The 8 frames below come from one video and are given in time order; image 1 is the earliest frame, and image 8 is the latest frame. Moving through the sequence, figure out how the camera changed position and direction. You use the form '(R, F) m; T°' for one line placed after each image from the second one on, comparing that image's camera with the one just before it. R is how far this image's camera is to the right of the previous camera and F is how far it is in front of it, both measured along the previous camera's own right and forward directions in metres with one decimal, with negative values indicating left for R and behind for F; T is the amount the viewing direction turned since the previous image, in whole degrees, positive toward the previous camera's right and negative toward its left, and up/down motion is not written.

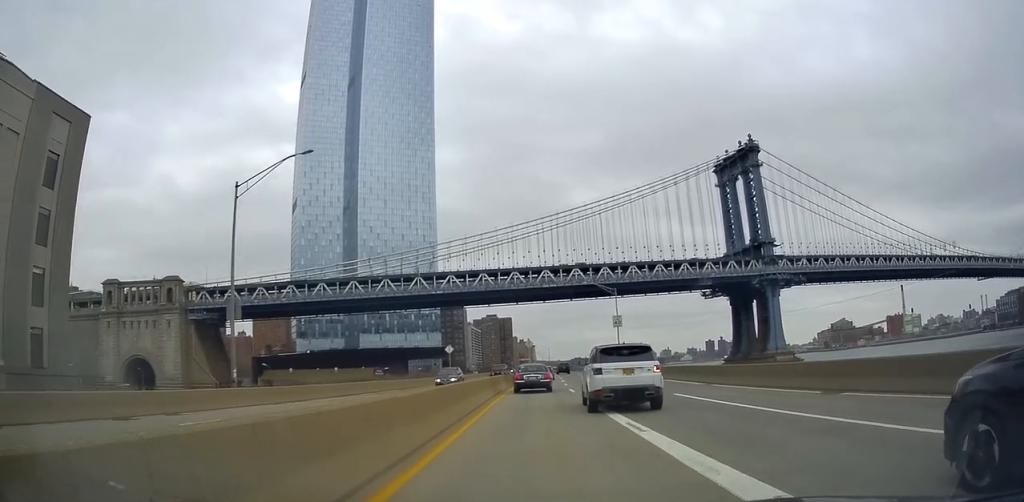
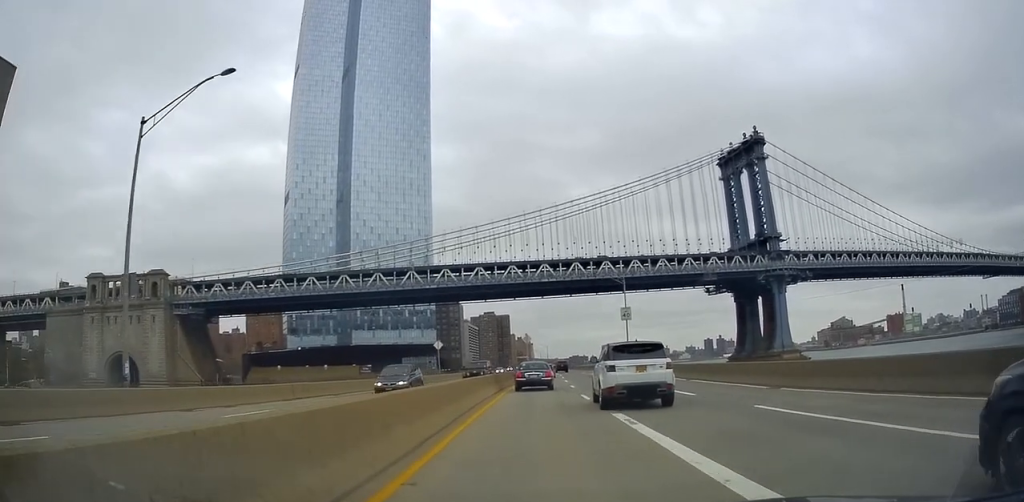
(0.0, +8.2) m; 0°
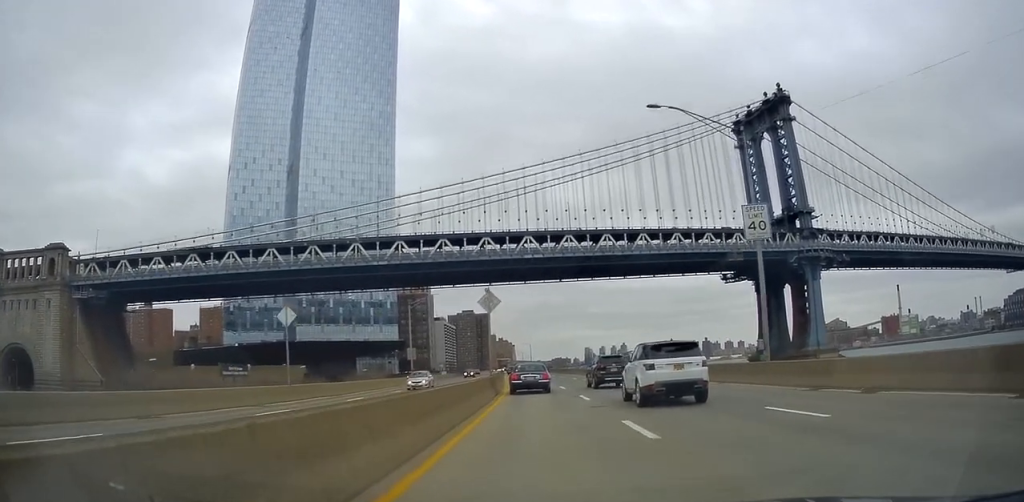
(+0.1, +43.3) m; +1°
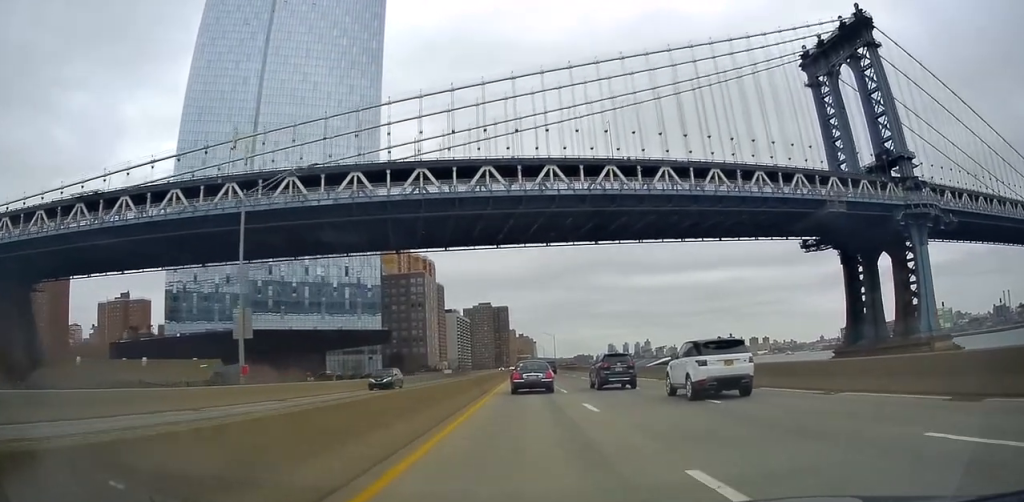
(+0.9, +52.6) m; +2°
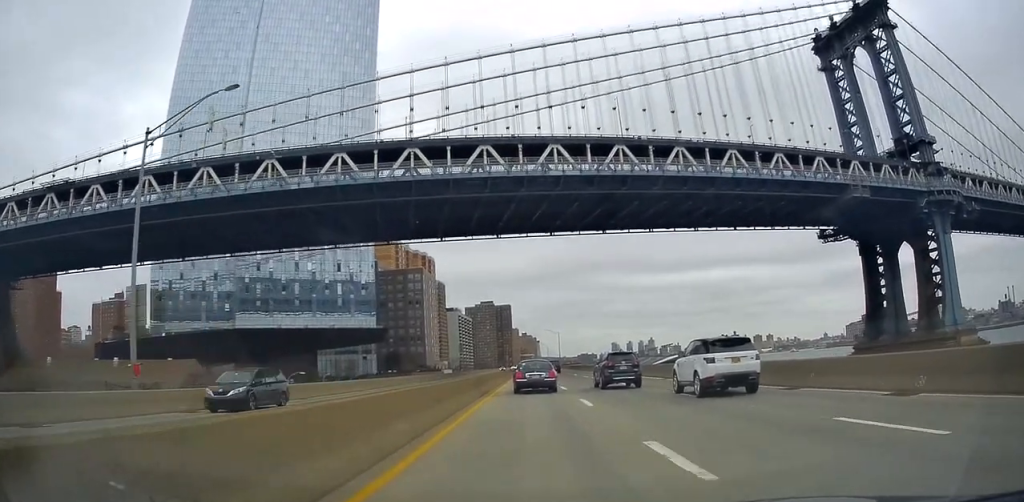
(0.0, +9.3) m; 0°
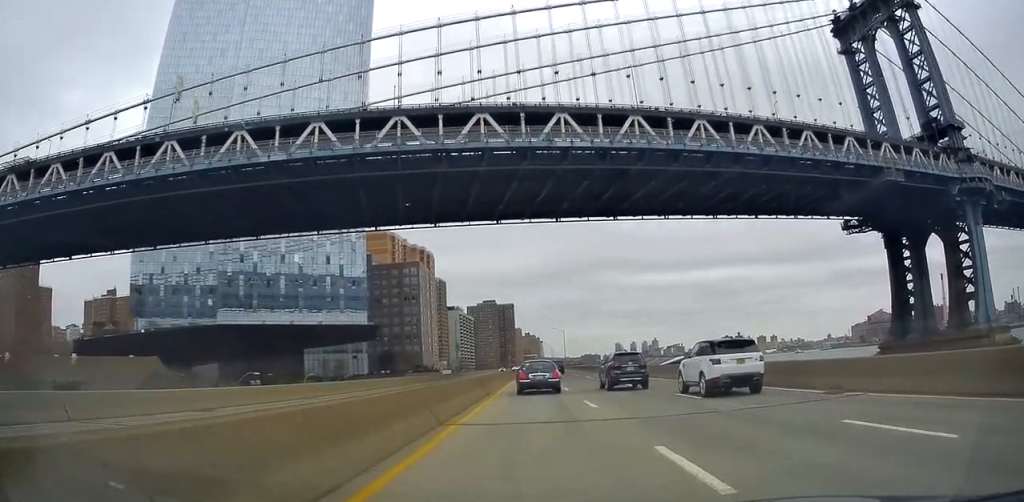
(0.0, +11.5) m; -1°
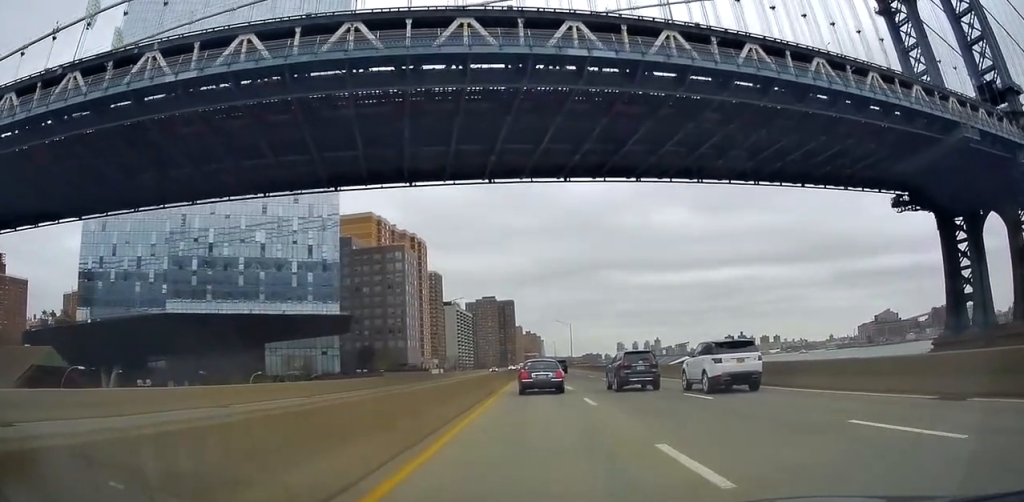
(-0.3, +22.5) m; -1°
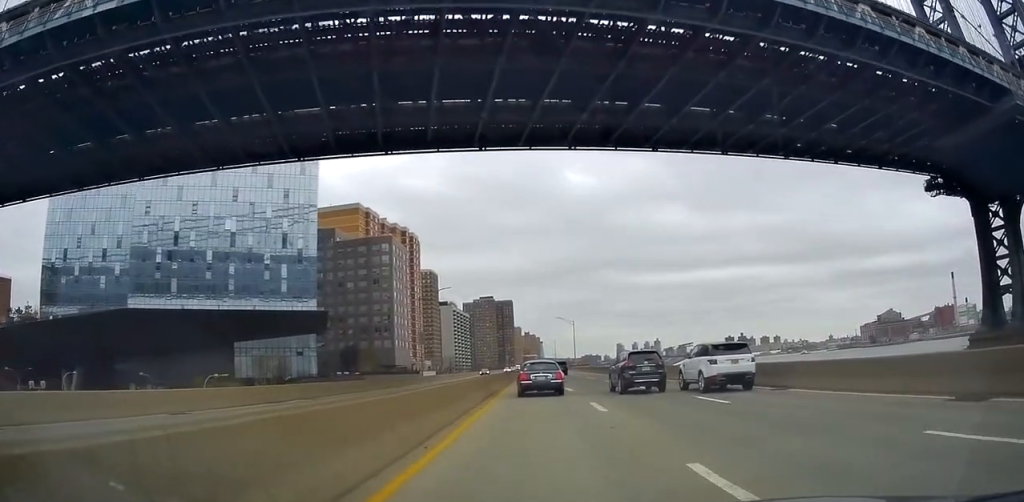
(-0.1, +13.2) m; 0°
